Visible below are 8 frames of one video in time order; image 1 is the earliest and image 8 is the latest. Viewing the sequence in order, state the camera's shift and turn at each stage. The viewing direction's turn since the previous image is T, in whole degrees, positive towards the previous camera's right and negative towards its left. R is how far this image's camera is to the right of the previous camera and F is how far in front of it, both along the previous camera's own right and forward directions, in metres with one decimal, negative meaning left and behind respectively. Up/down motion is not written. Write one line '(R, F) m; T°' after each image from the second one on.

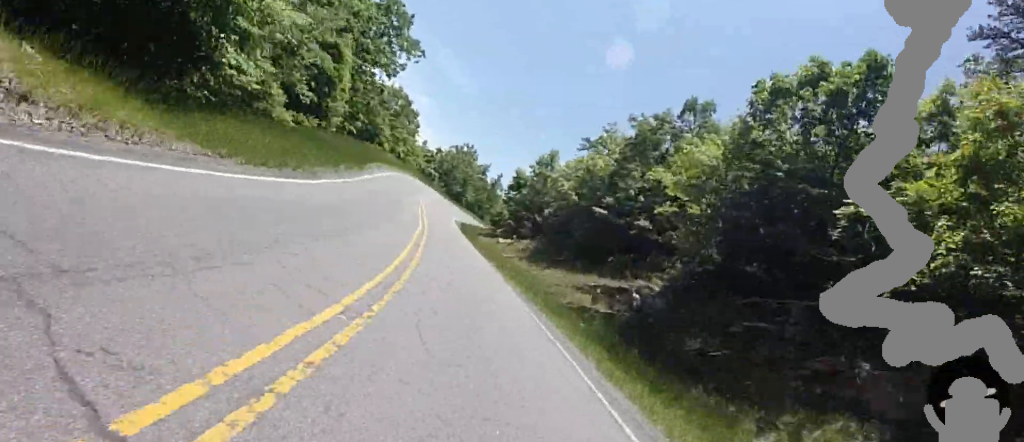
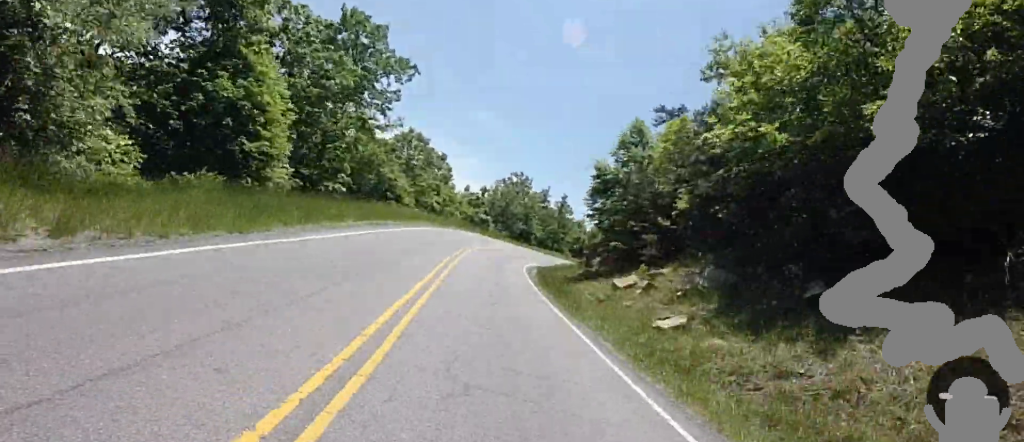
(-3.6, +20.0) m; -7°
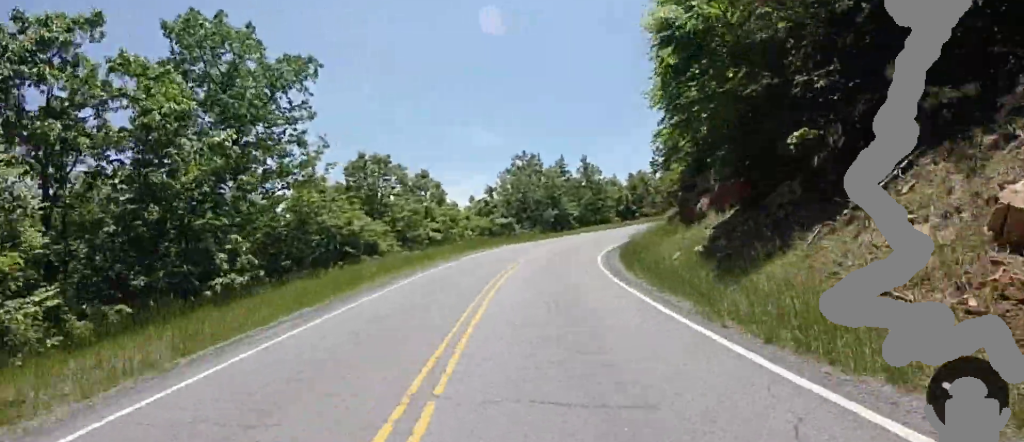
(-0.2, +17.0) m; +4°
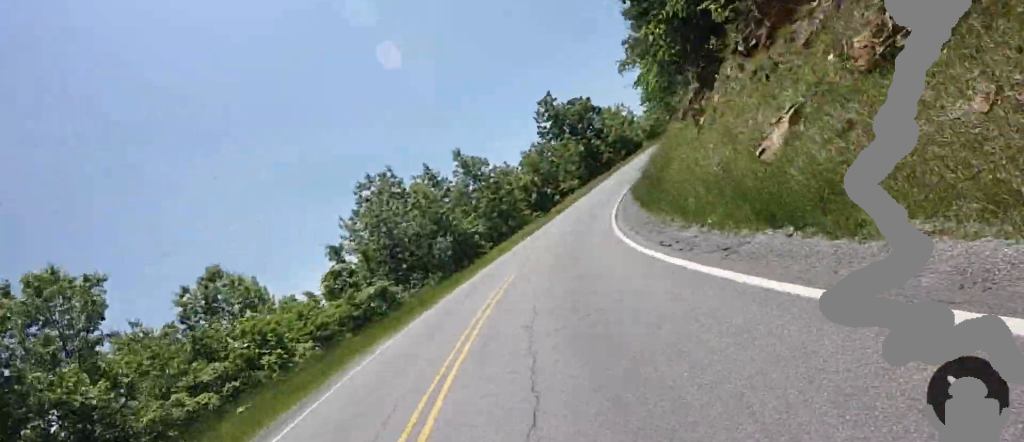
(+2.7, +24.1) m; +14°
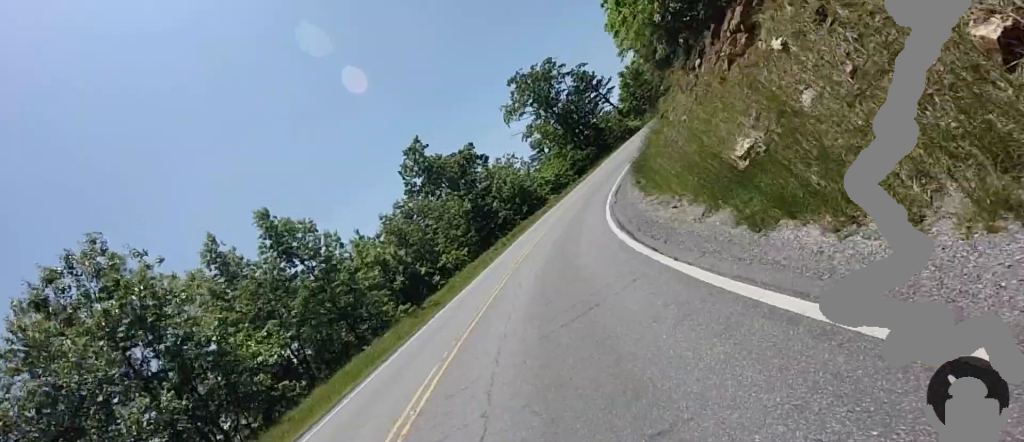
(+2.6, +21.1) m; +10°
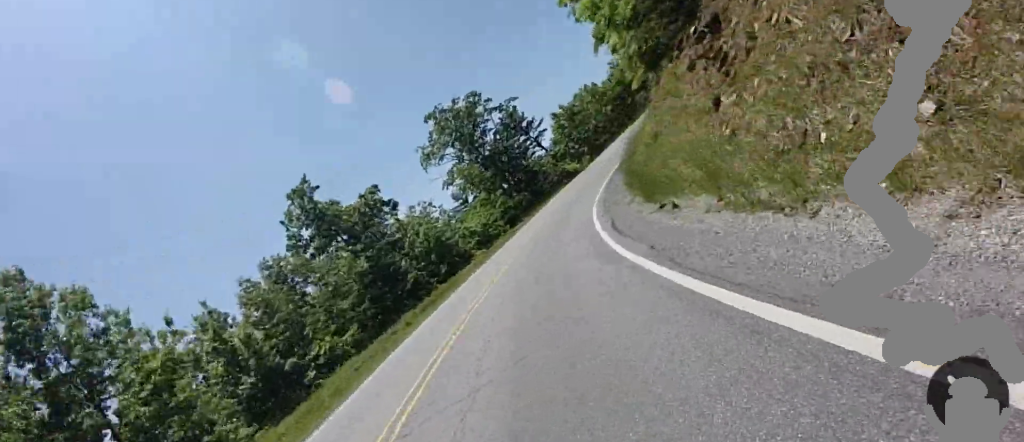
(+0.2, +12.1) m; +3°
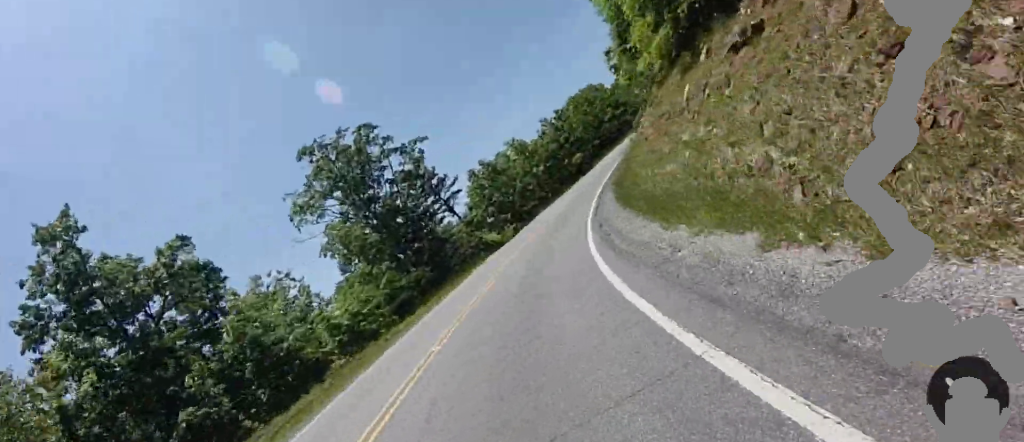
(+0.7, +15.8) m; +32°
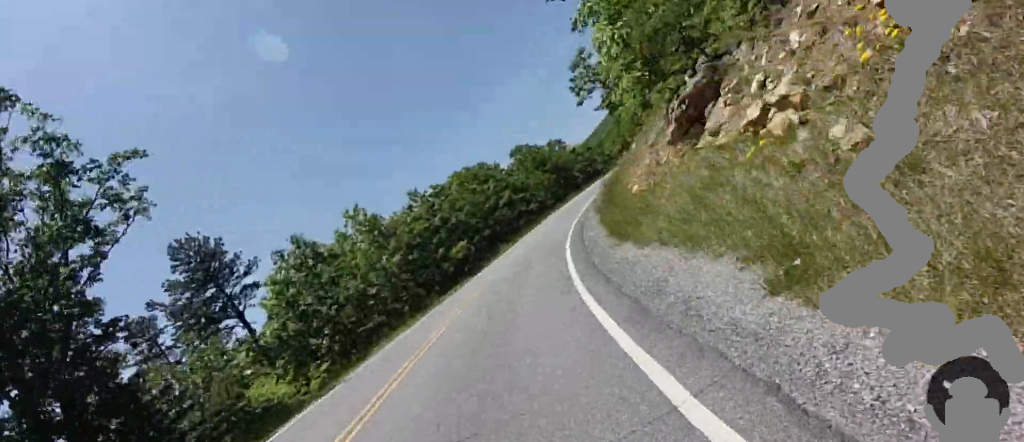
(+11.0, +15.0) m; +42°
